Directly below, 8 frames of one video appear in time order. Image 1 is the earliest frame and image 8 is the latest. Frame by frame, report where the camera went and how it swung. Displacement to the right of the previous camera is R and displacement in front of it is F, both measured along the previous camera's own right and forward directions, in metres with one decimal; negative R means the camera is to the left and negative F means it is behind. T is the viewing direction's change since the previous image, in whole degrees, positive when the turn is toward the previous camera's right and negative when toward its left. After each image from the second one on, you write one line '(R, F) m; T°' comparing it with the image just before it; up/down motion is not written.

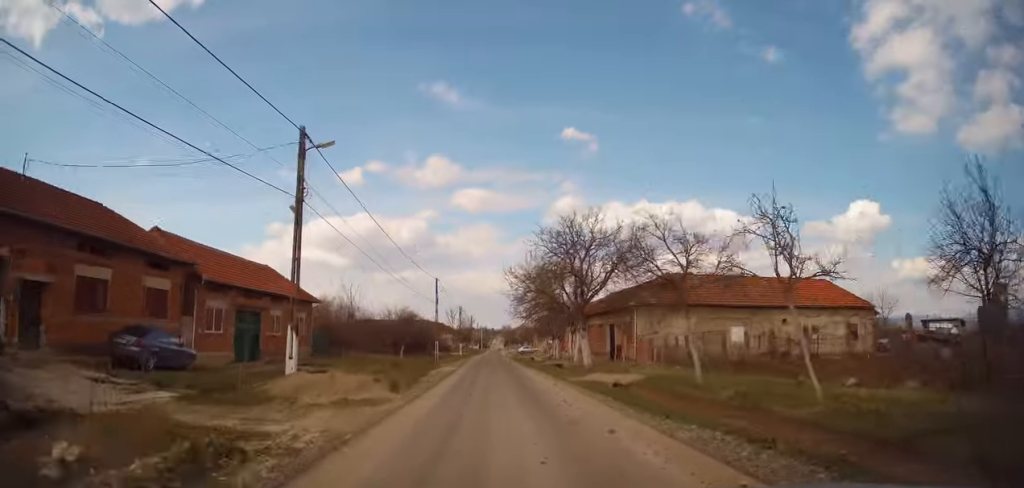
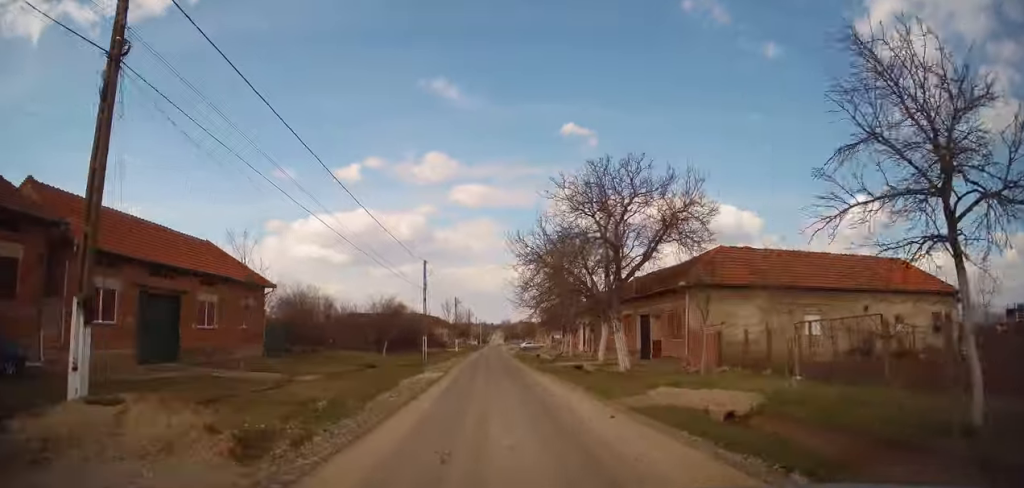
(0.0, +9.7) m; 0°
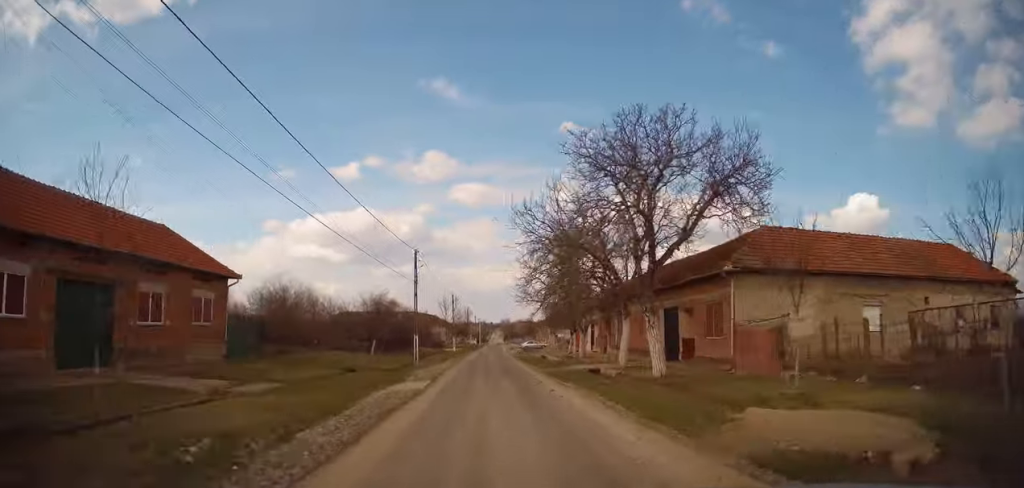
(0.0, +5.1) m; 0°
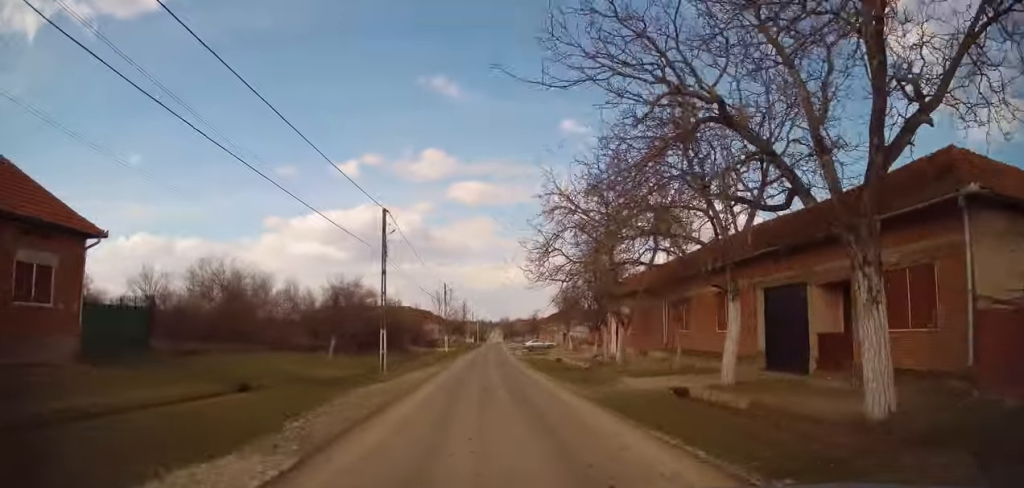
(0.0, +11.8) m; +1°
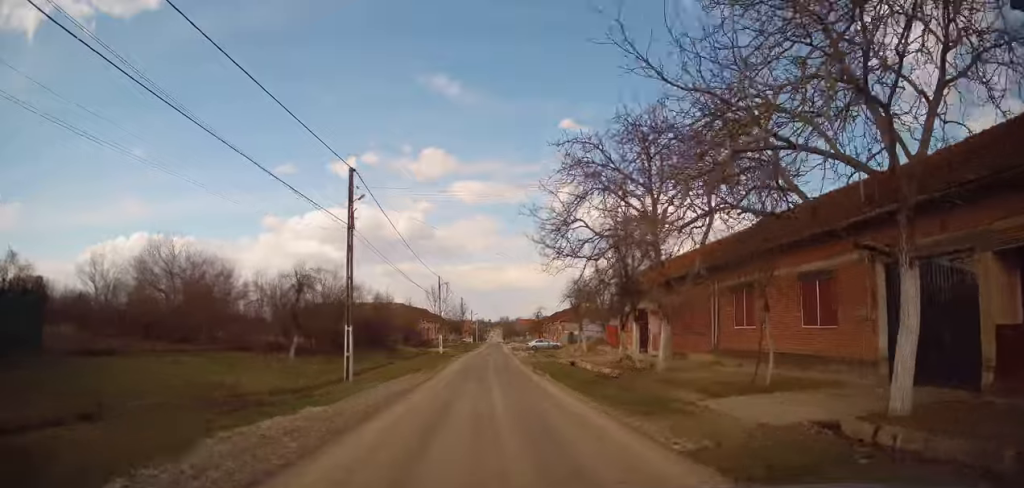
(0.0, +6.7) m; +1°
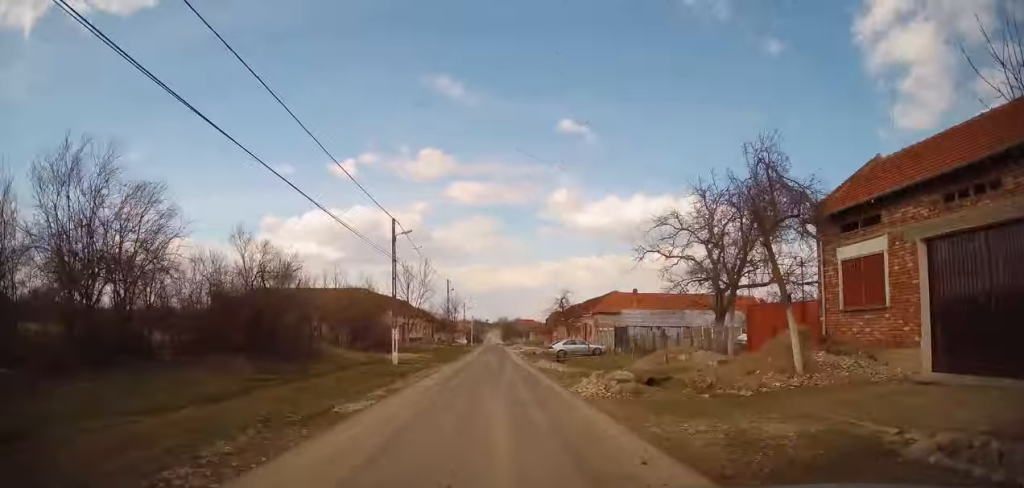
(+0.1, +27.1) m; -1°
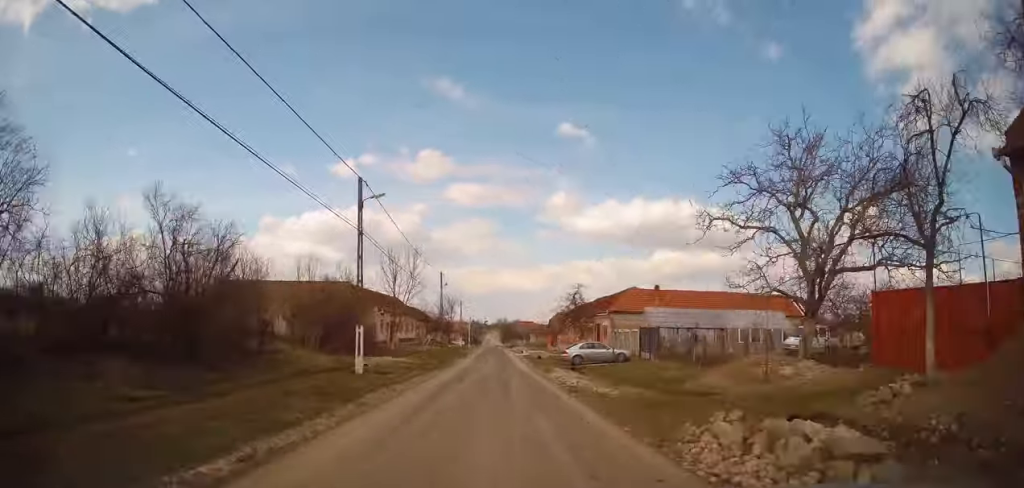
(-0.1, +8.1) m; 0°
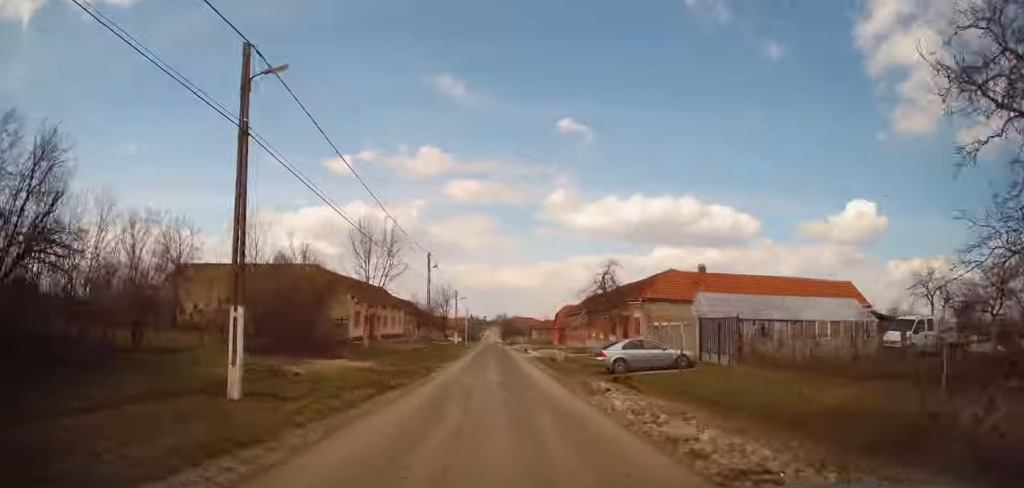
(-0.1, +11.3) m; +1°
